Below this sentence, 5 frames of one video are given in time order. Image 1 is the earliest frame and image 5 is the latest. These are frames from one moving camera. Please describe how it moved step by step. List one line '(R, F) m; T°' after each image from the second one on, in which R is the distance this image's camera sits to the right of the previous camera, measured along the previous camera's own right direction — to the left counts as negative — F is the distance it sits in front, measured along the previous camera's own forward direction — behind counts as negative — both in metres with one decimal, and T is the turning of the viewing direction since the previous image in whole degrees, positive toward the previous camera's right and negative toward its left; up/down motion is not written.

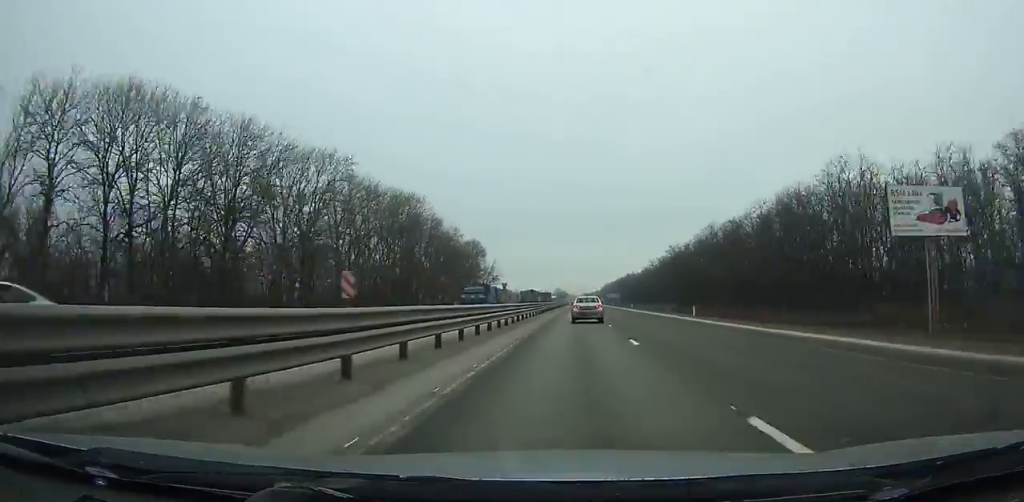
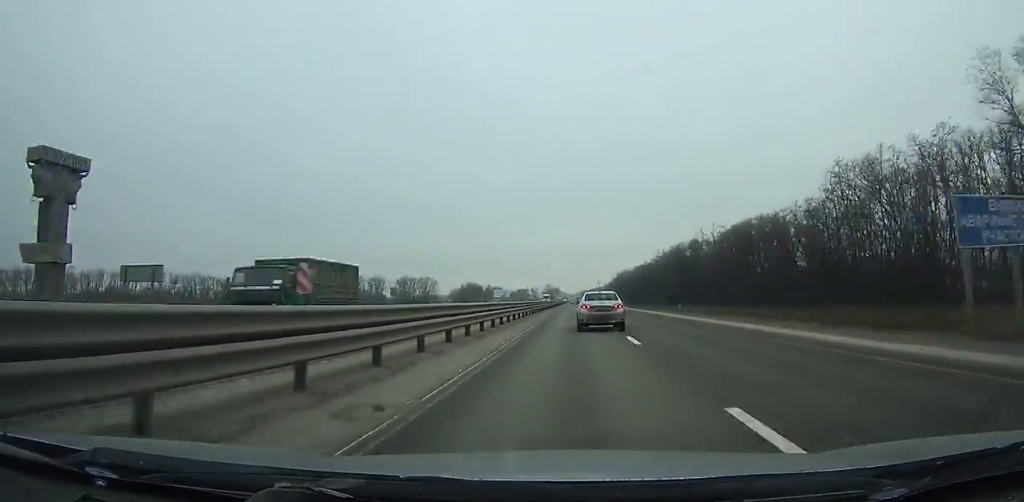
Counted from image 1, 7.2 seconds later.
(-0.6, +191.6) m; 0°
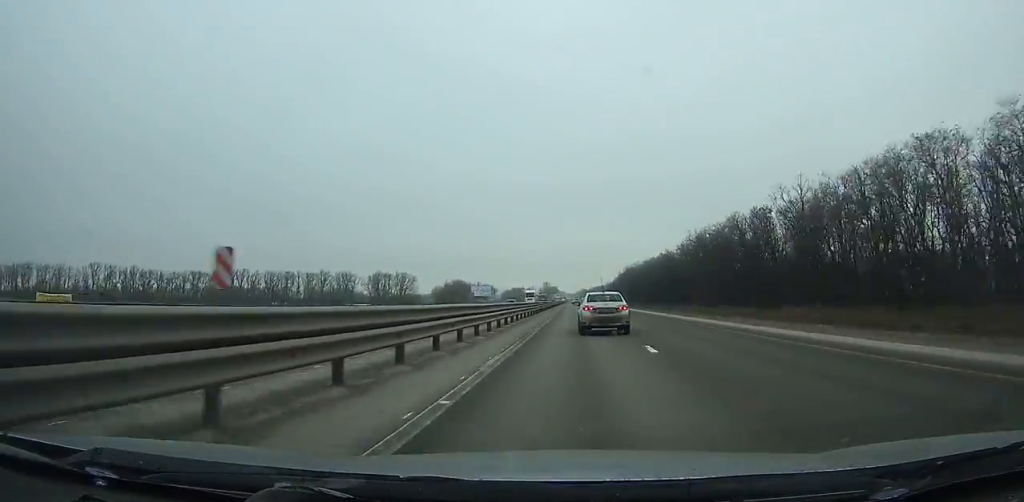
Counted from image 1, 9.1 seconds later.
(+0.1, +49.6) m; 0°
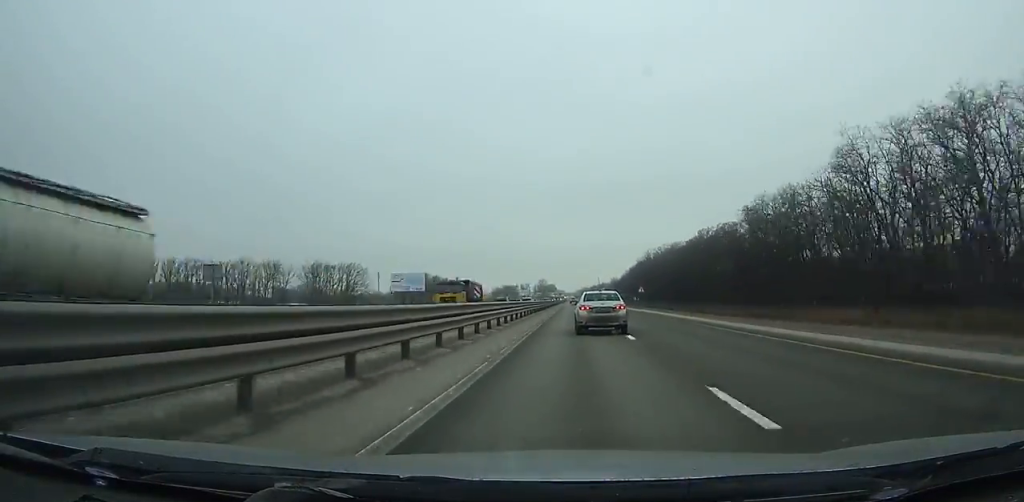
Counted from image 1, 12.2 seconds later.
(+0.1, +79.4) m; 0°
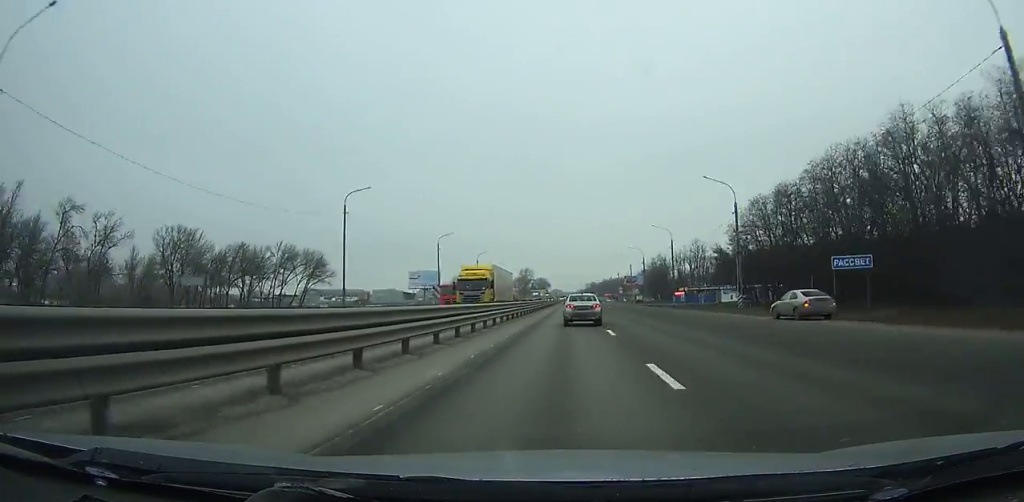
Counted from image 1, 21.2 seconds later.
(-0.2, +226.9) m; 0°
